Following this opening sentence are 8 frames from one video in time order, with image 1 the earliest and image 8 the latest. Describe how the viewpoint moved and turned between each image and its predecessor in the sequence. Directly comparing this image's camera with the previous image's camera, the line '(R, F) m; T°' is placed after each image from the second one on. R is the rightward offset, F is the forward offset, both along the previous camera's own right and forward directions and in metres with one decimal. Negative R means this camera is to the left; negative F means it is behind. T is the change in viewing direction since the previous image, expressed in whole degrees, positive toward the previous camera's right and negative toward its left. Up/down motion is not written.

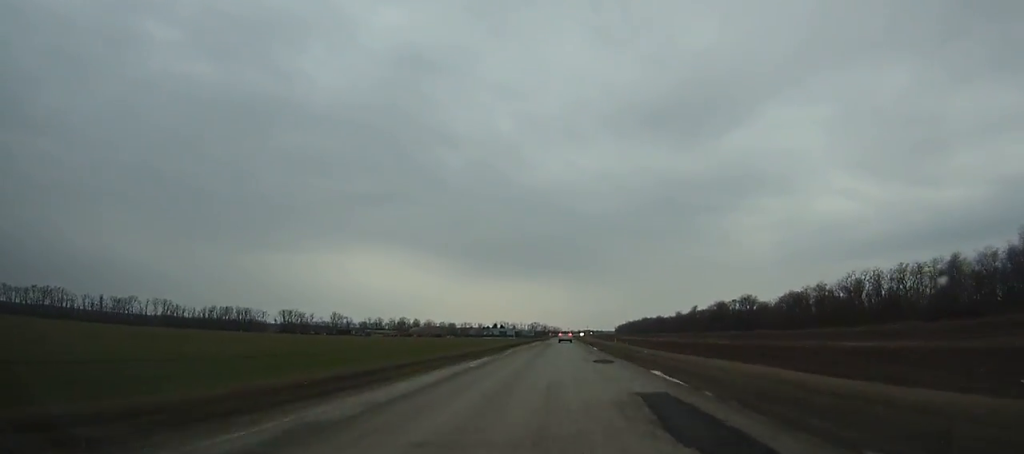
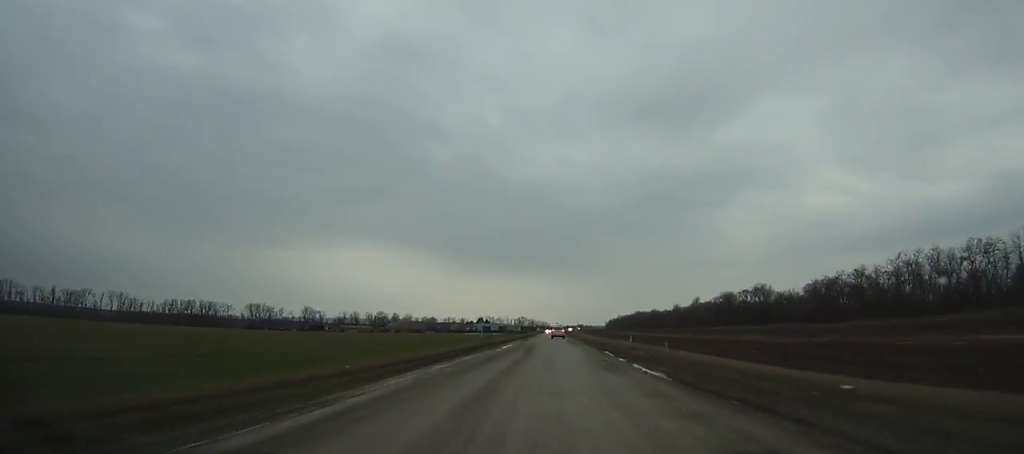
(+0.2, +31.5) m; 0°
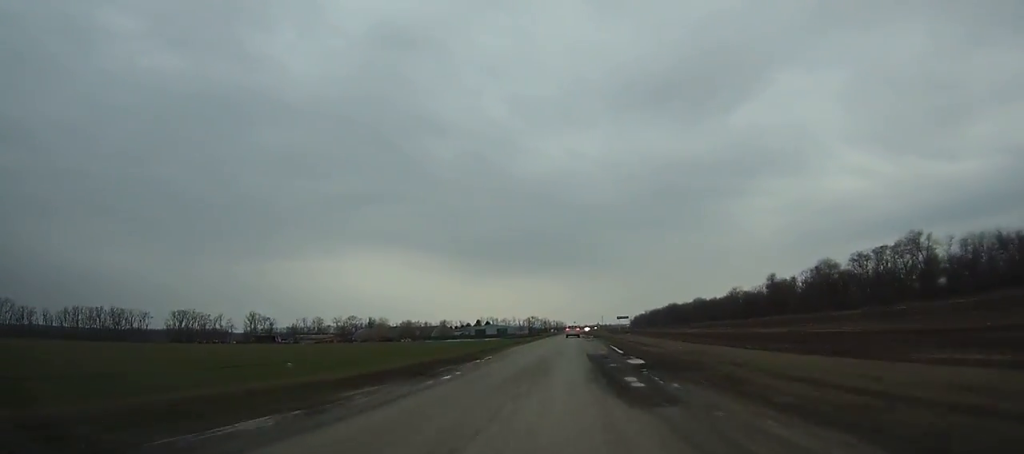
(+0.2, +98.0) m; 0°
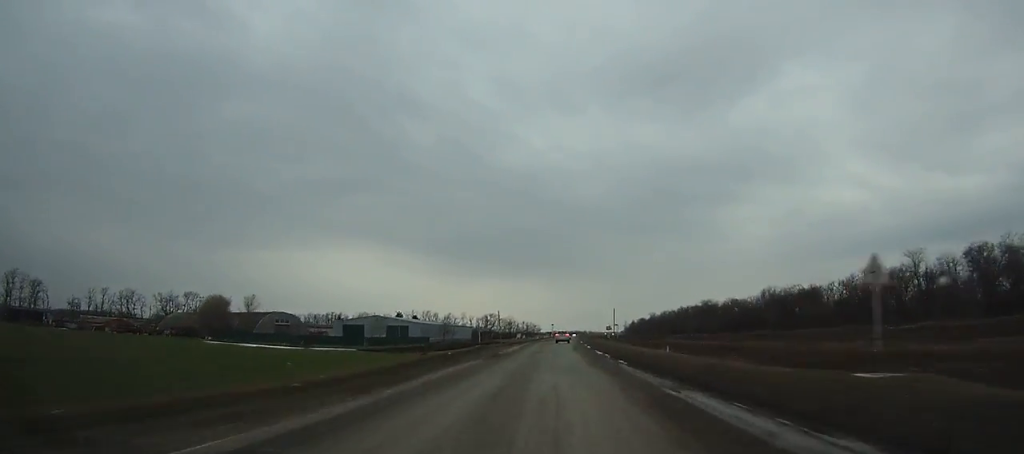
(+0.5, +153.2) m; +1°
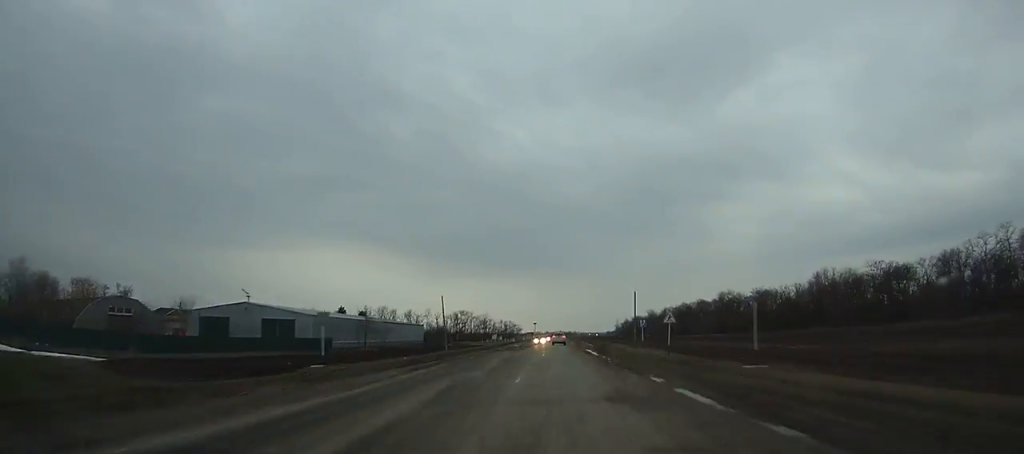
(+0.3, +52.5) m; +1°
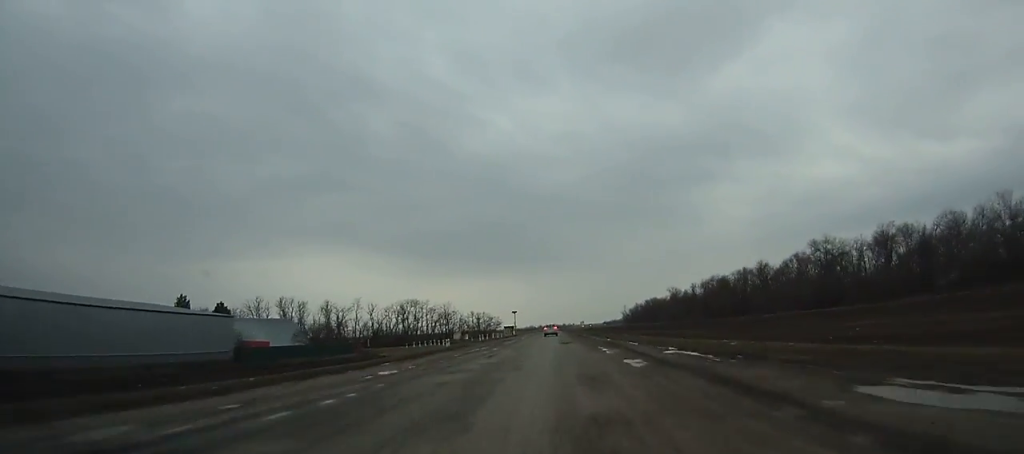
(+0.6, +86.4) m; +1°
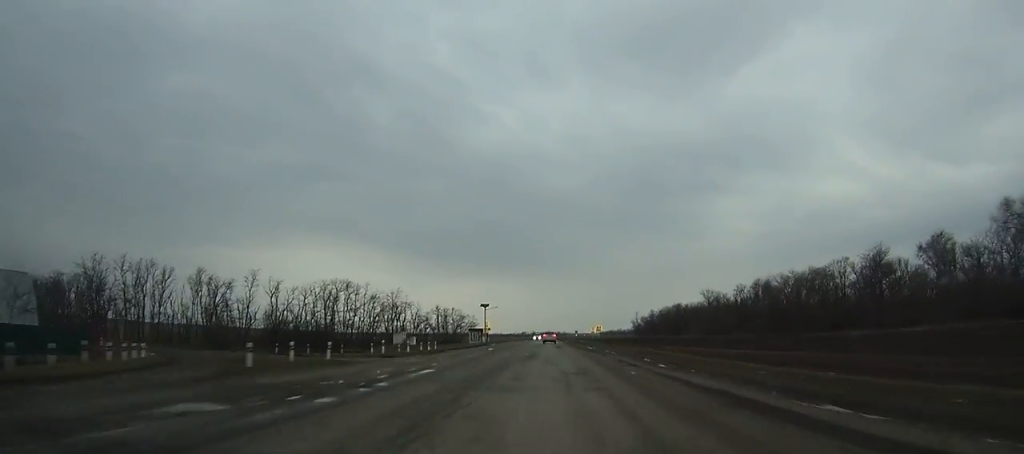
(+0.3, +63.8) m; 0°
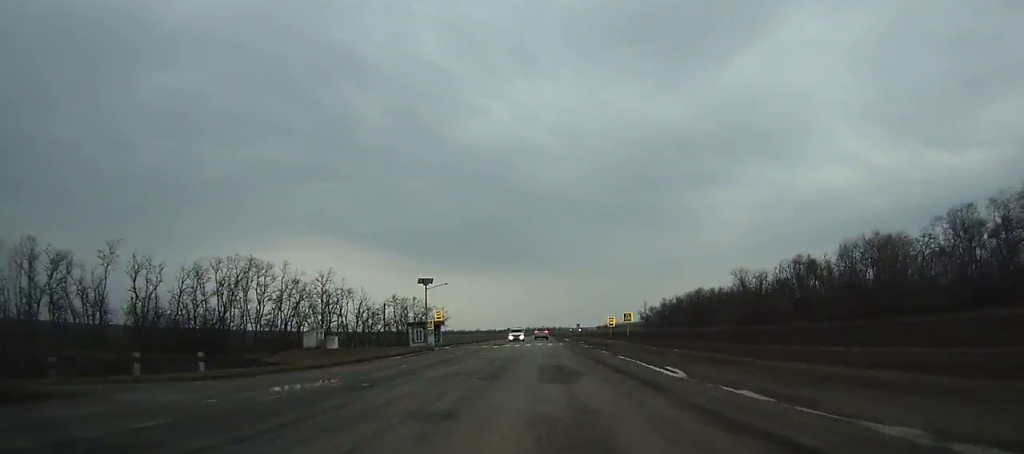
(+0.2, +41.1) m; 0°
